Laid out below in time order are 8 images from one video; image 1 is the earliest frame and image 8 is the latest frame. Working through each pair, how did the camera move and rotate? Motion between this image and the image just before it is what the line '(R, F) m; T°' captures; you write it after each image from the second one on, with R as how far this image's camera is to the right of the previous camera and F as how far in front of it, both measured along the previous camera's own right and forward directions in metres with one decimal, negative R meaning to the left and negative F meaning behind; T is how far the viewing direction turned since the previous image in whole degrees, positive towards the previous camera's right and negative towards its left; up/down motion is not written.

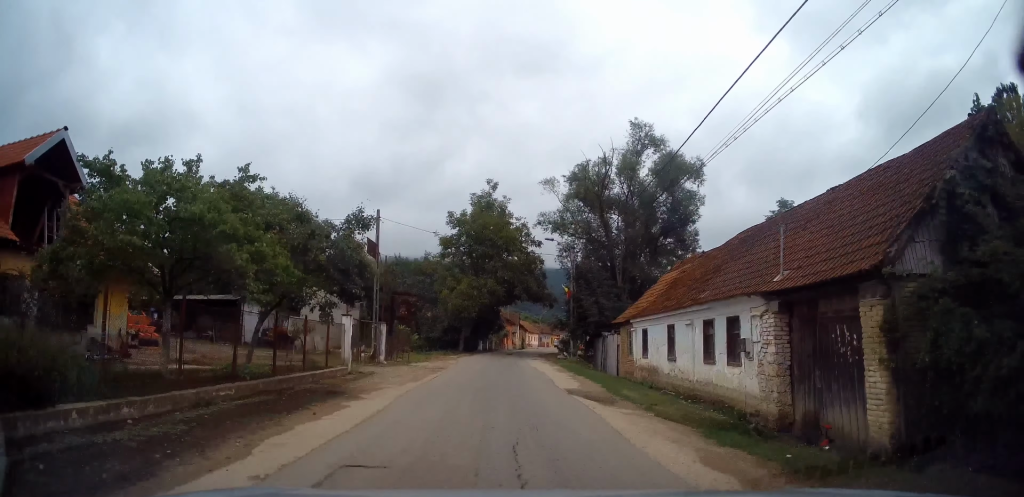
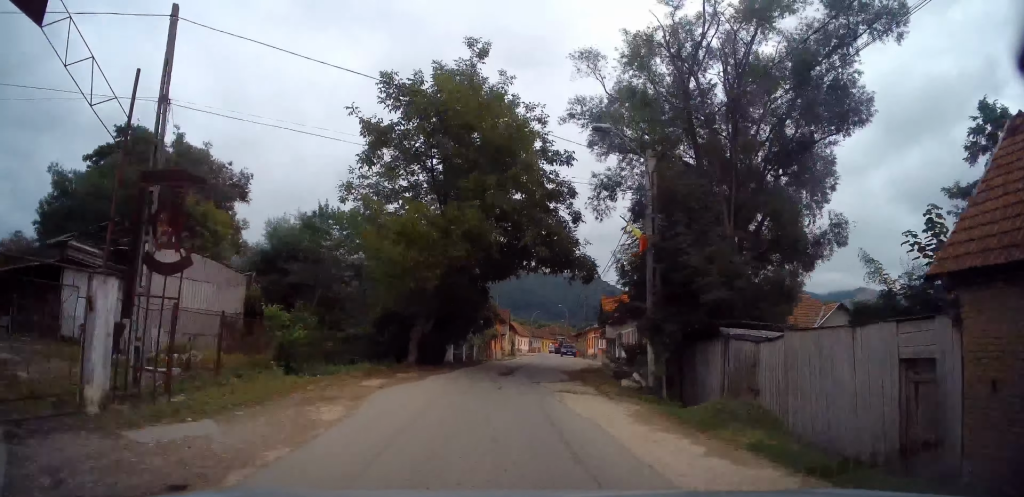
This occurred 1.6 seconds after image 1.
(+0.4, +19.6) m; +1°
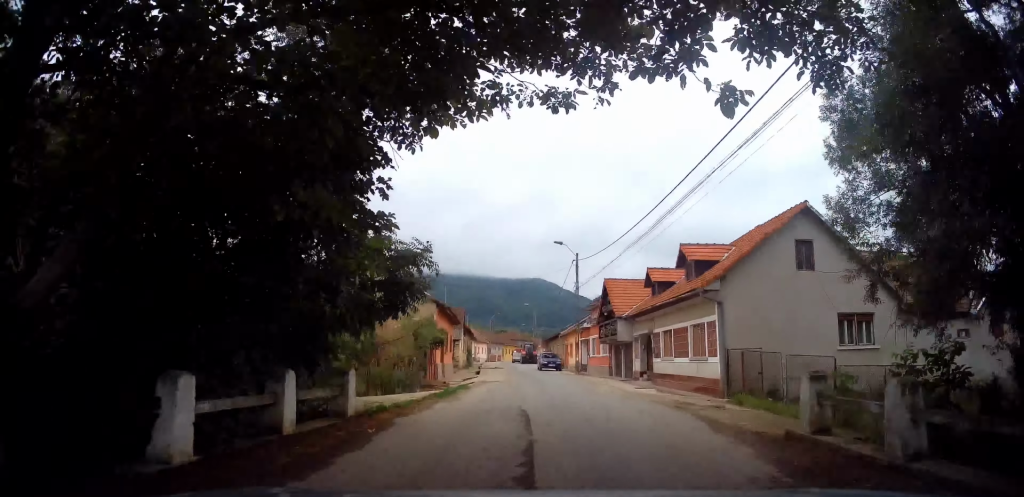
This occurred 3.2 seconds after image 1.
(-0.1, +18.0) m; +2°
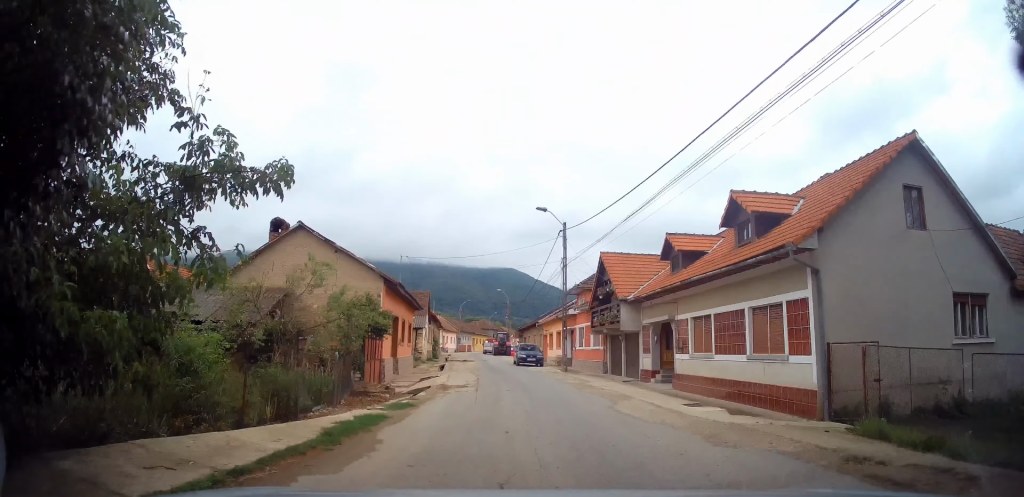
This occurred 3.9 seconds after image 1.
(+0.4, +7.4) m; +5°
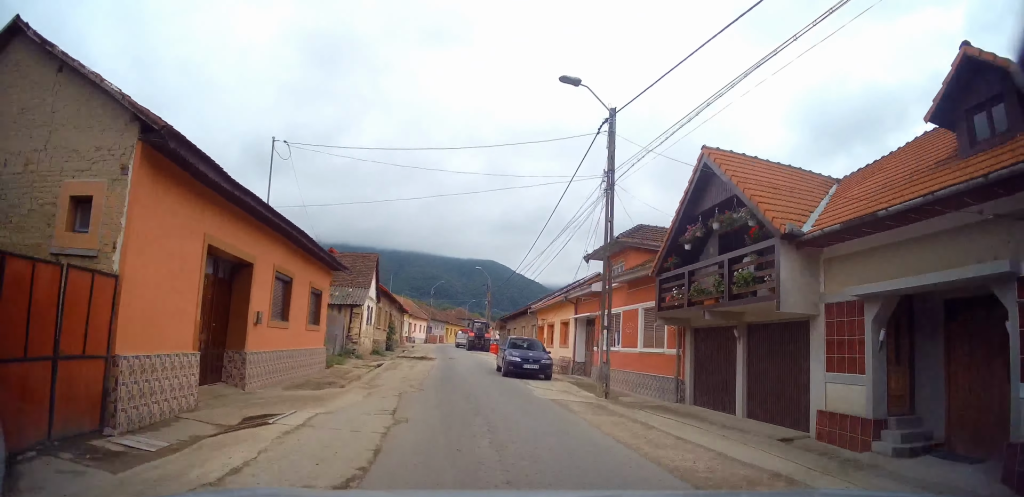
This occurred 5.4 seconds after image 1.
(+1.0, +15.1) m; +2°
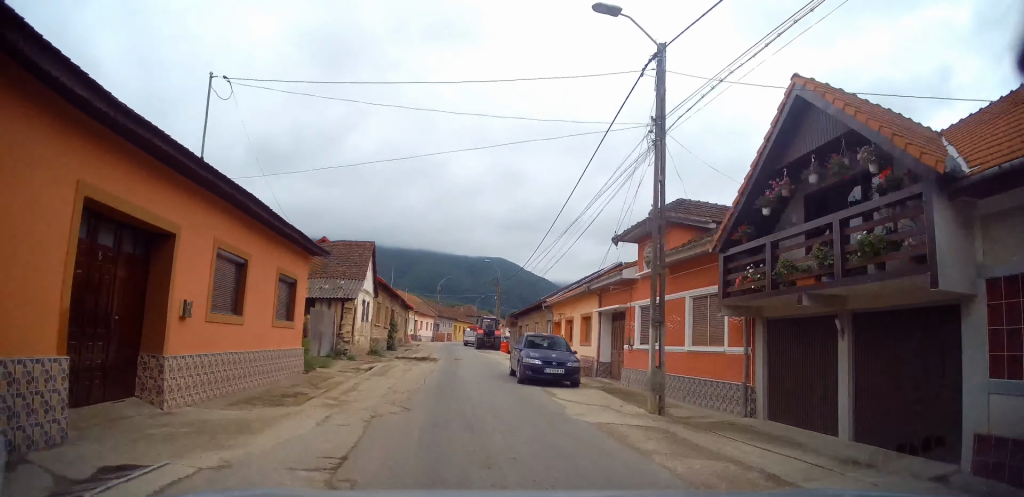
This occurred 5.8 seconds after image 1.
(0.0, +3.7) m; -2°
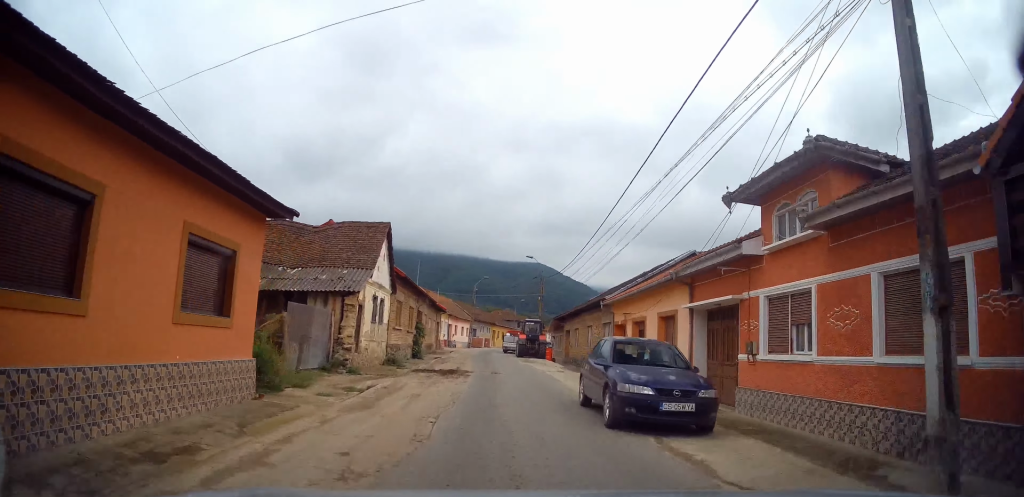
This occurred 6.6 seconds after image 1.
(-0.3, +6.8) m; -3°
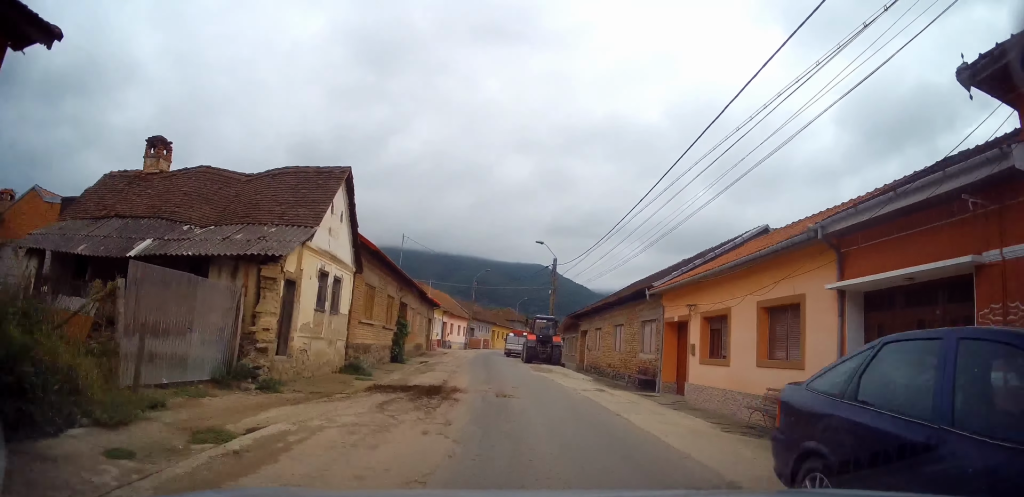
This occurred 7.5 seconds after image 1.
(-0.3, +8.0) m; 0°
